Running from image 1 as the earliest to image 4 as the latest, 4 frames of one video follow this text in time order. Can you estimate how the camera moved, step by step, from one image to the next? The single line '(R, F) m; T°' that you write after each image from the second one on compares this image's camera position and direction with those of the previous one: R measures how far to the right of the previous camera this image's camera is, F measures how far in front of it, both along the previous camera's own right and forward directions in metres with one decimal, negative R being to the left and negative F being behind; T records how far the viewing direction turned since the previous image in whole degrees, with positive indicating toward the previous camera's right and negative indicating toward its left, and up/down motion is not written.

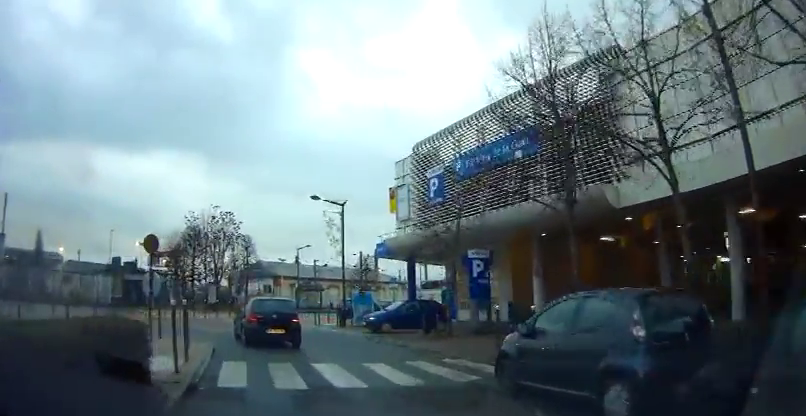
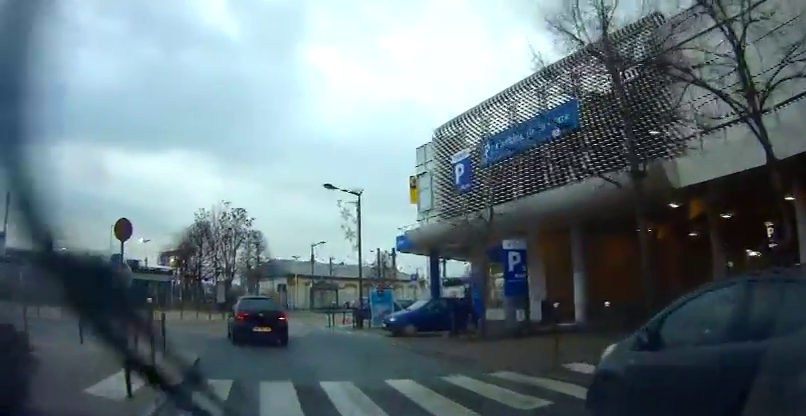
(0.0, +2.5) m; 0°
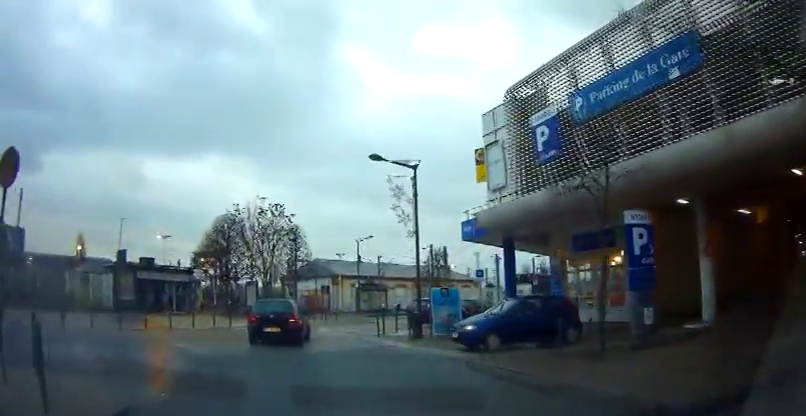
(+0.1, +5.4) m; -5°
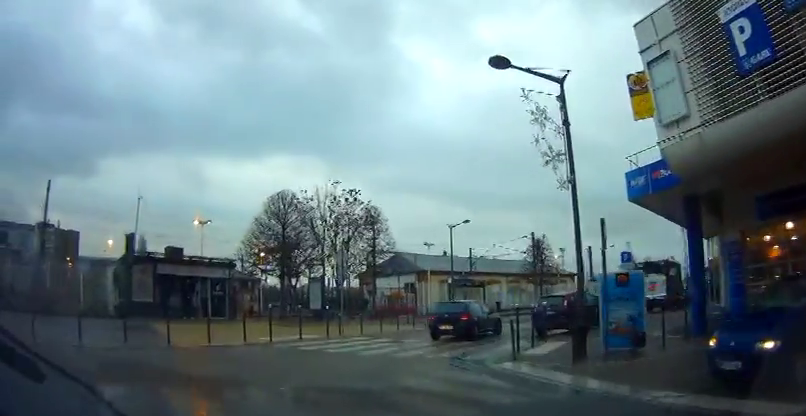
(-1.2, +8.3) m; -12°
